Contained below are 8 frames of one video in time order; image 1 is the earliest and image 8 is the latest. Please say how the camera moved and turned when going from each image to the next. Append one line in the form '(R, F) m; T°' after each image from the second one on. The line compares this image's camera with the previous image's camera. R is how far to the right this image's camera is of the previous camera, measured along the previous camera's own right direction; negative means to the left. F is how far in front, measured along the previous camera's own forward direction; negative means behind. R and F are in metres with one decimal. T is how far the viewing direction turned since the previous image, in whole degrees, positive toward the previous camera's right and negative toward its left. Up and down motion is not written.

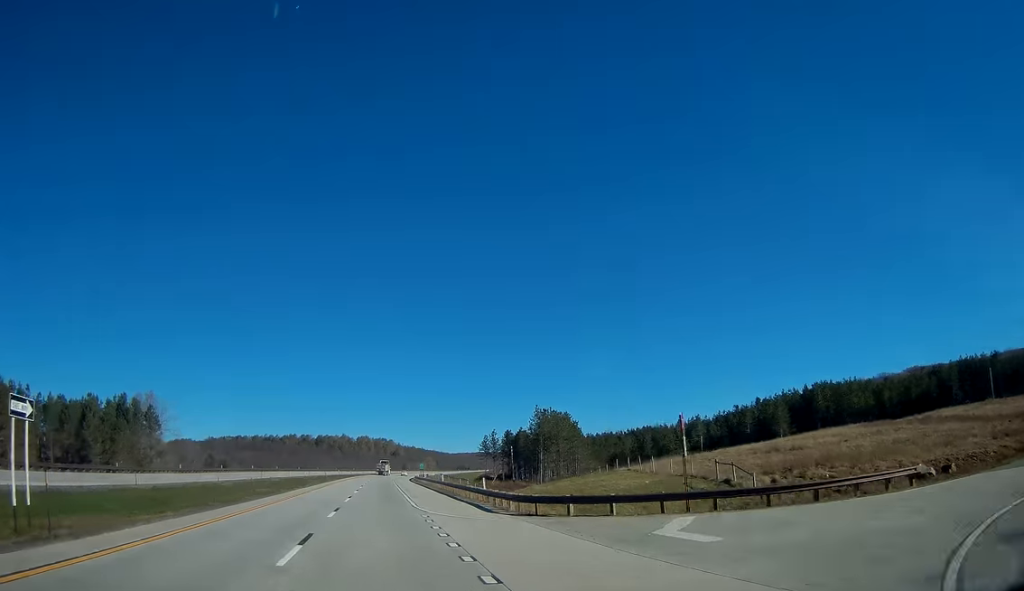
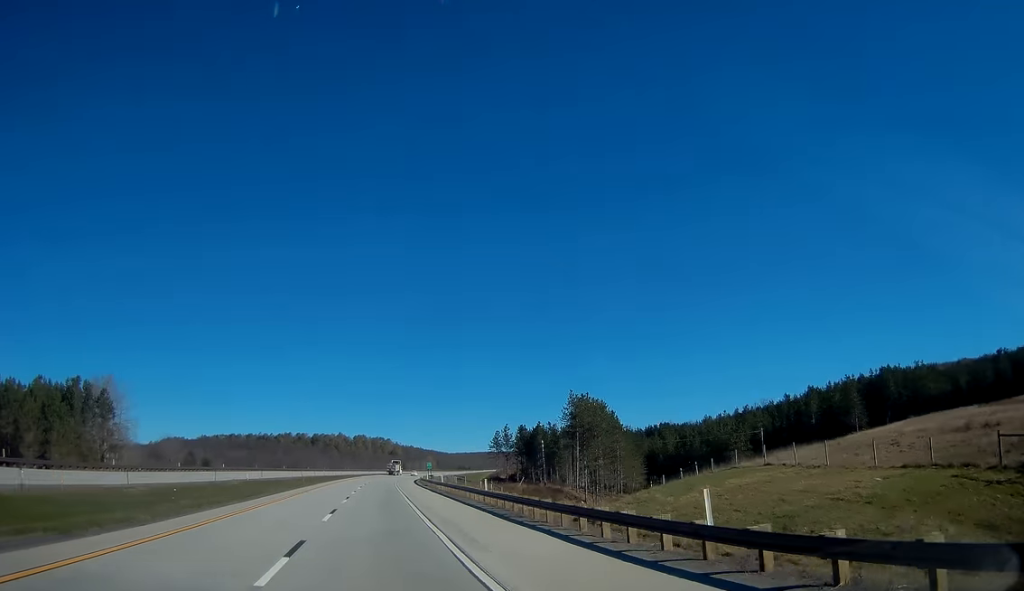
(-0.3, +25.8) m; 0°
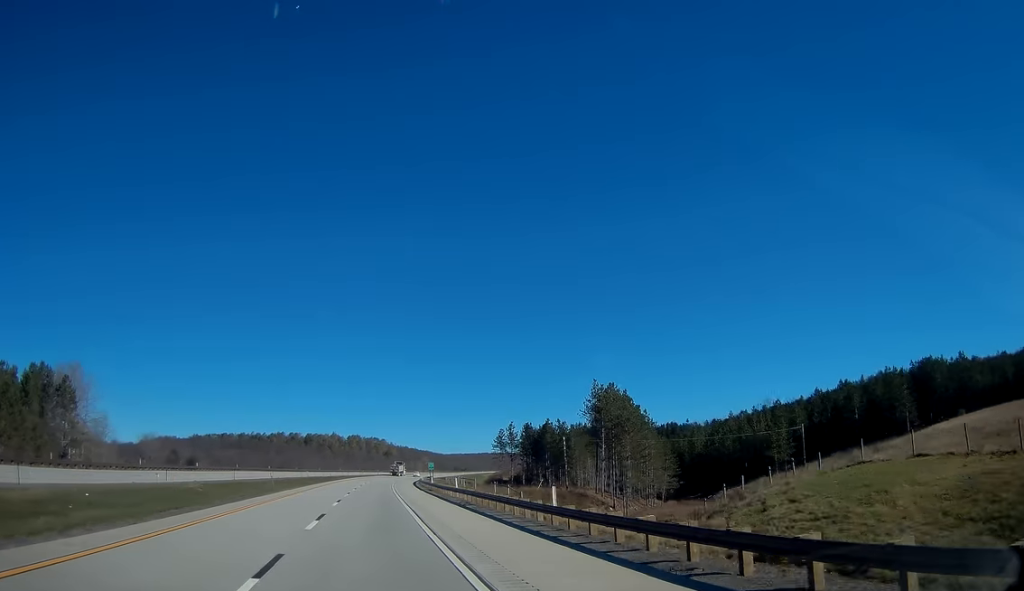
(0.0, +13.9) m; 0°
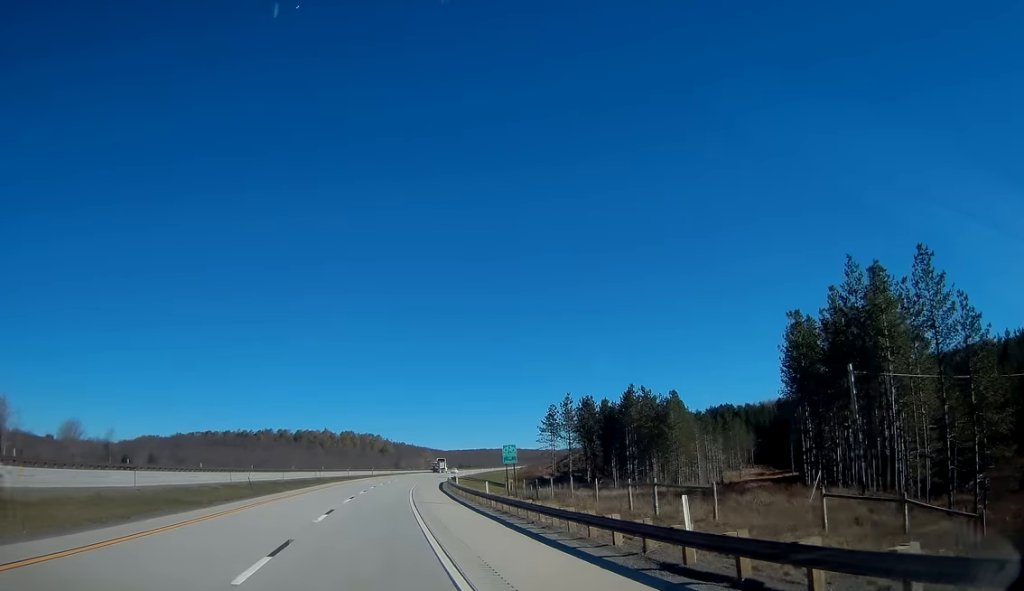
(+0.7, +57.7) m; +1°
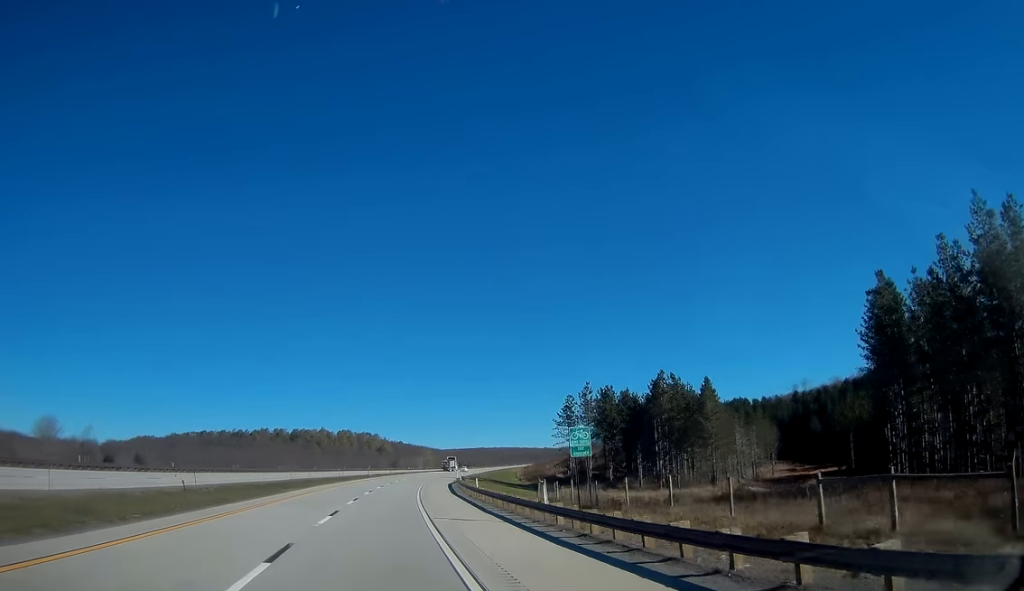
(+0.1, +12.9) m; 0°
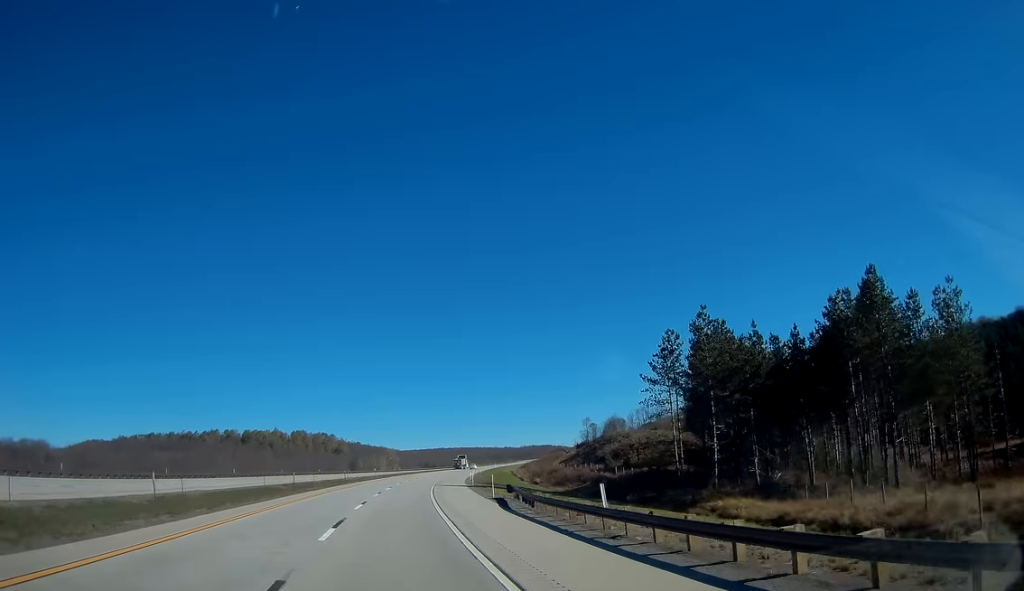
(+0.8, +52.9) m; +3°
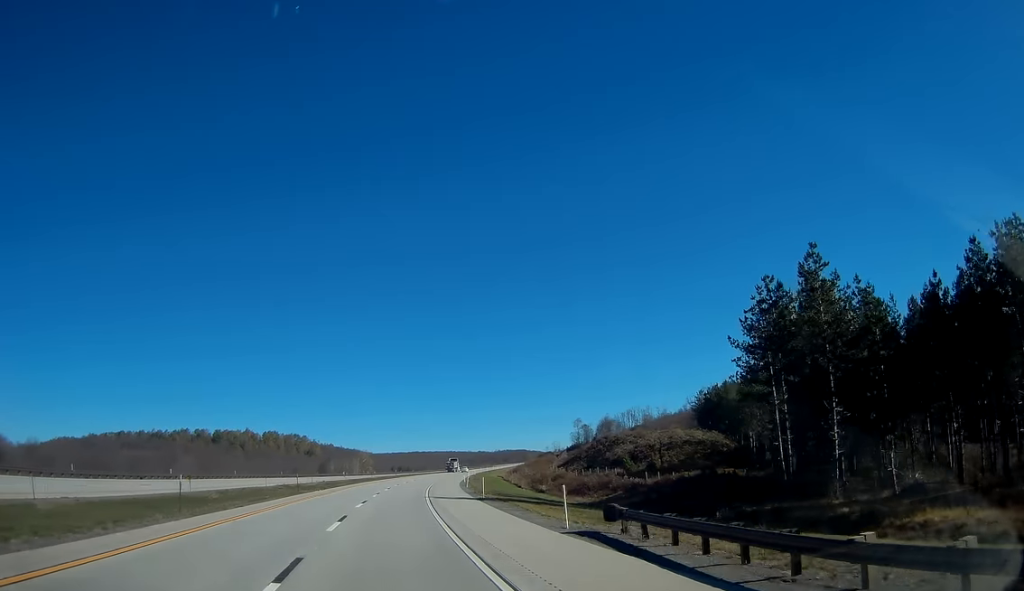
(+0.2, +21.0) m; +2°
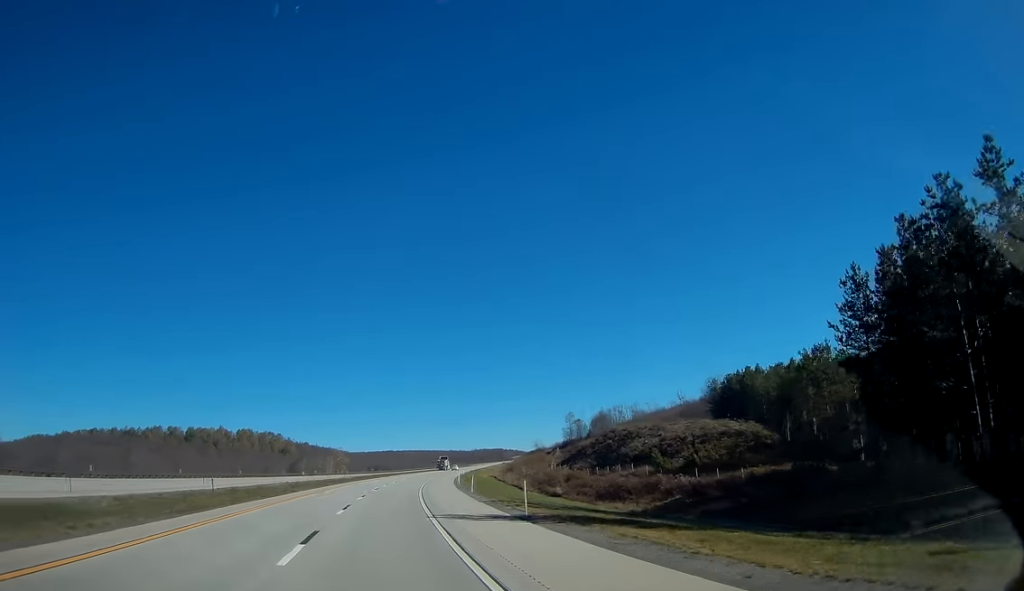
(+0.5, +19.0) m; +2°
